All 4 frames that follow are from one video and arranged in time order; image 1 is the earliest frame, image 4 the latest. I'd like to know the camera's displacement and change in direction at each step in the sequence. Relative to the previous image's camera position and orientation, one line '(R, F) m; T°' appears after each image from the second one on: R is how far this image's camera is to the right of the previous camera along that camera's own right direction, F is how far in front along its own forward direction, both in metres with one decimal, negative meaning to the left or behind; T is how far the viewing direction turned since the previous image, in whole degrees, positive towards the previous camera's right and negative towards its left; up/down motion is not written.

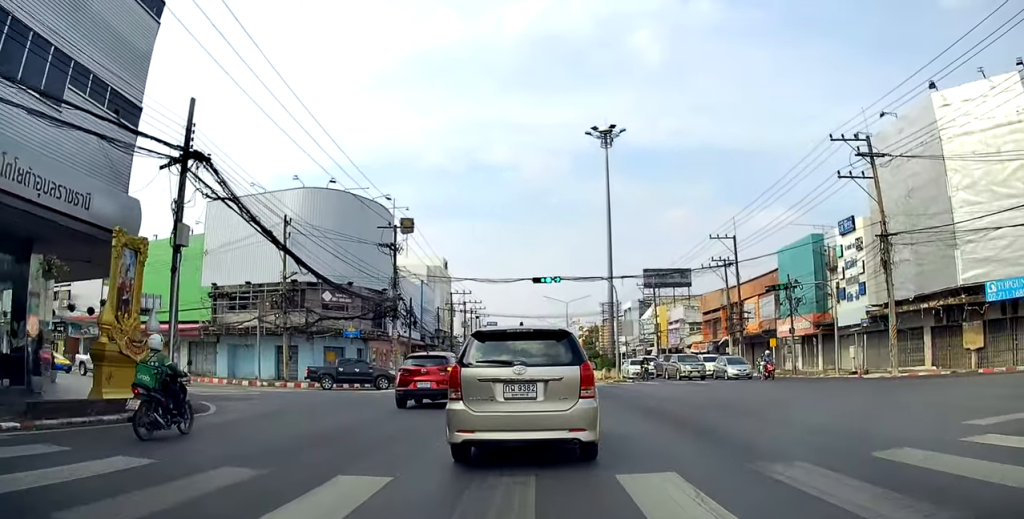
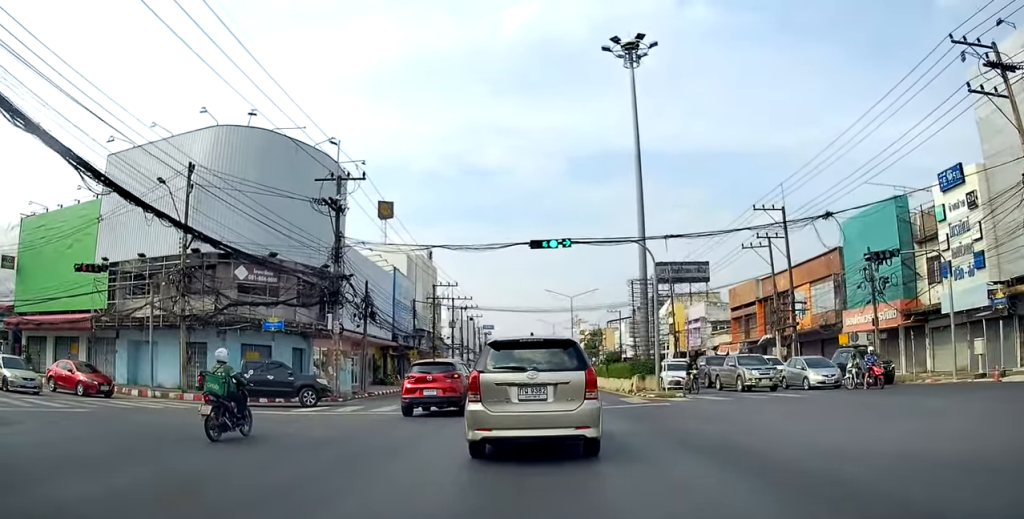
(+0.5, +12.7) m; -1°
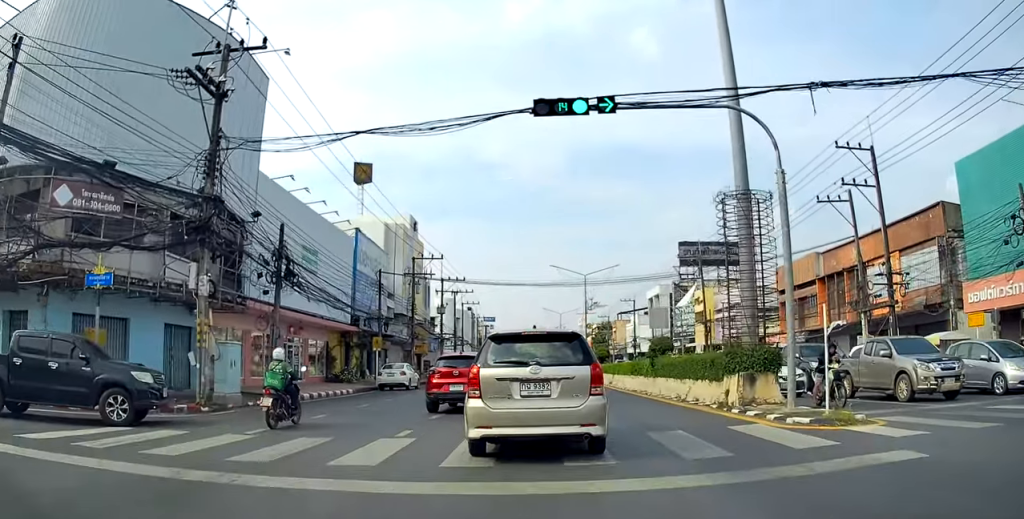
(-0.5, +12.9) m; +1°
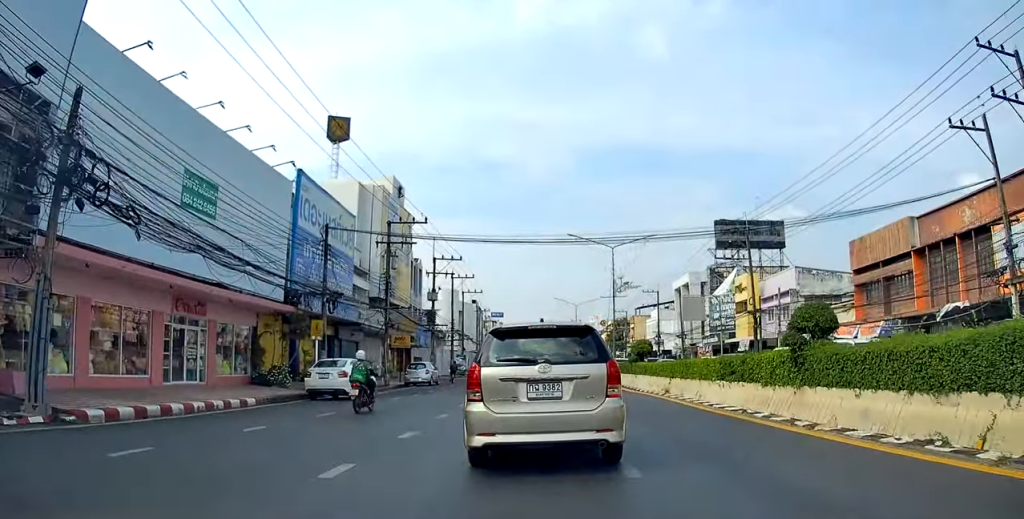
(+0.7, +13.1) m; +2°
